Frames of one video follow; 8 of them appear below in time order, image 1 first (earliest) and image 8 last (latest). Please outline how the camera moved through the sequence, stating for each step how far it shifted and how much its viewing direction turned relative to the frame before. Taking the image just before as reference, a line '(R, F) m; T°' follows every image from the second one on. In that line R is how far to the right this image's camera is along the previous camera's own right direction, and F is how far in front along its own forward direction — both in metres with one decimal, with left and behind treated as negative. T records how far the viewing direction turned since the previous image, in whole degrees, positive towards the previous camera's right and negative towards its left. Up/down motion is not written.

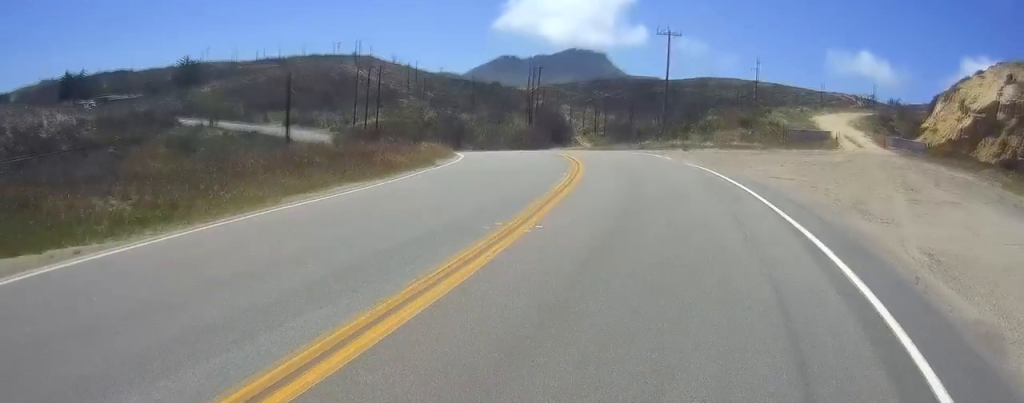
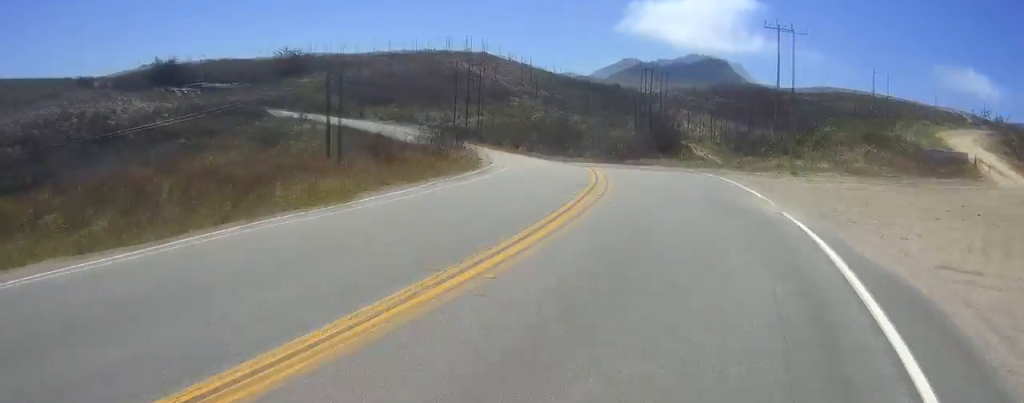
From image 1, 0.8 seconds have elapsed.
(-0.6, +10.4) m; -7°
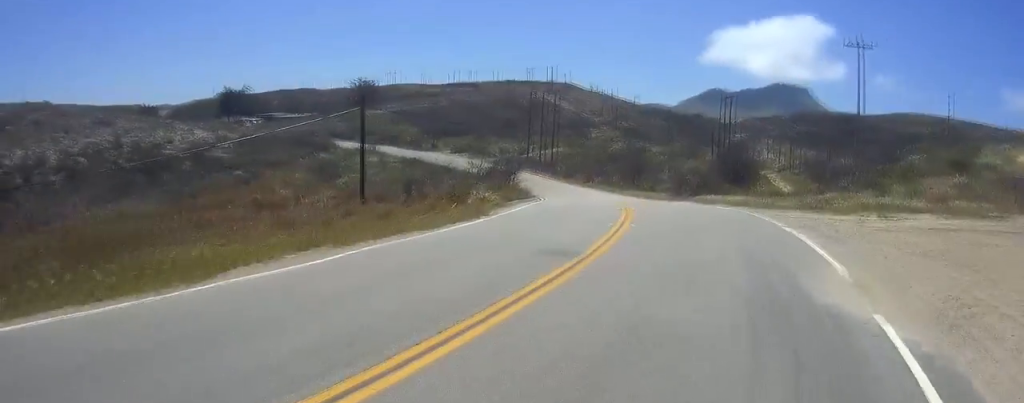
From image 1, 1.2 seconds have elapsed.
(0.0, +5.7) m; -5°
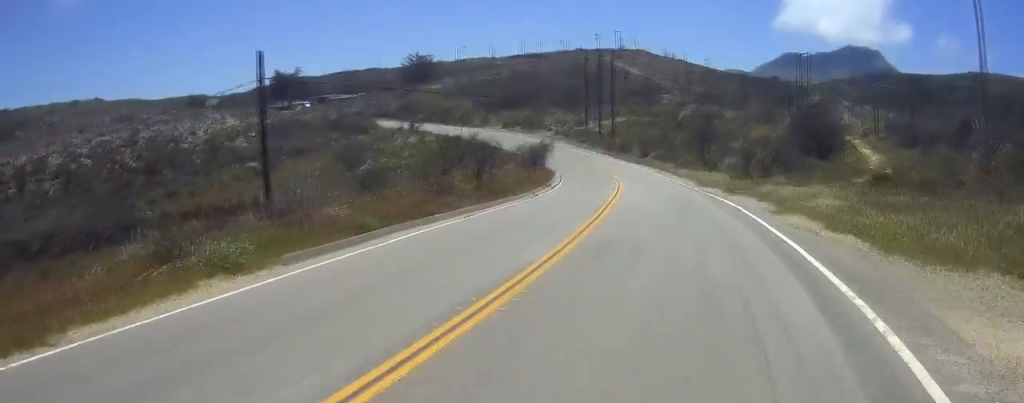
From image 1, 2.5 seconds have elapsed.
(-2.6, +16.2) m; -16°
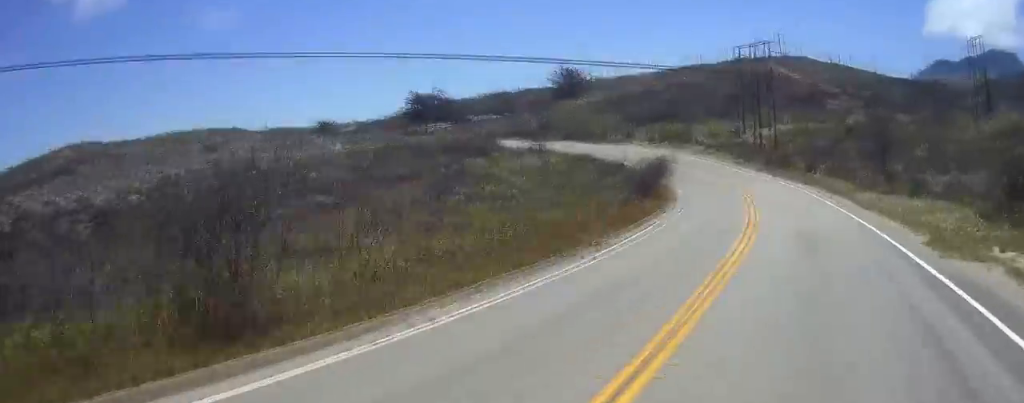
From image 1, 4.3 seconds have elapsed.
(-3.1, +22.6) m; -13°
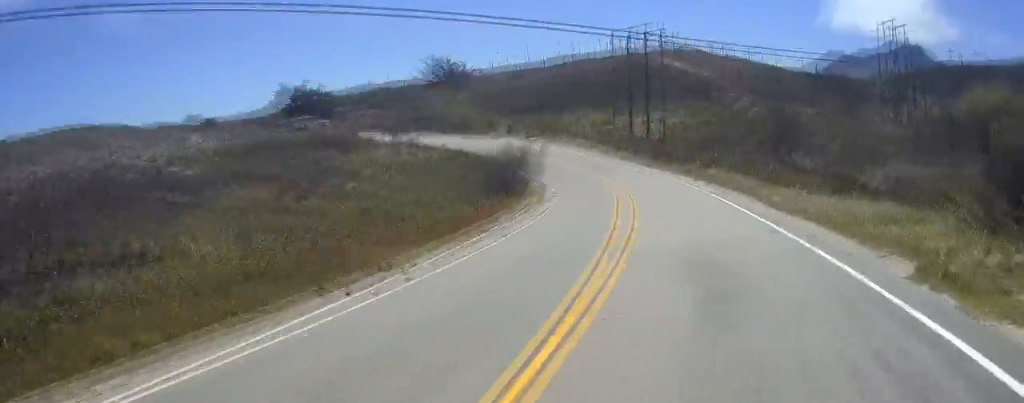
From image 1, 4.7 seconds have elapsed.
(-0.2, +5.9) m; -2°
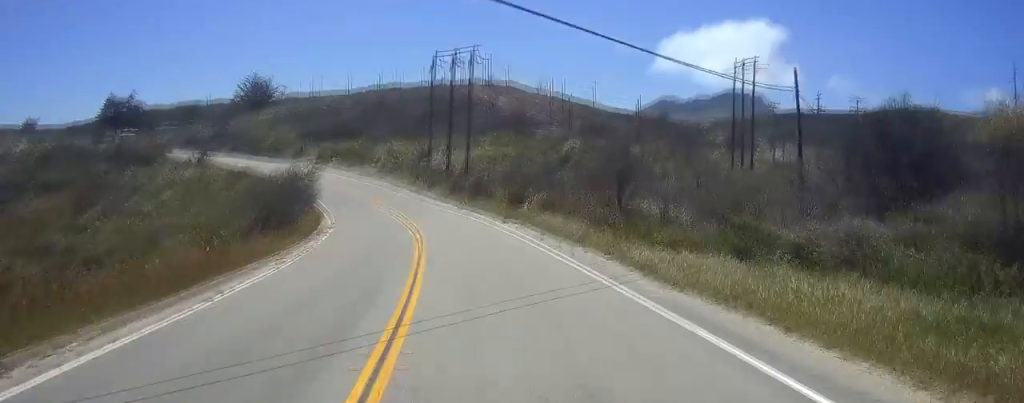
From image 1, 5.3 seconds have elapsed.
(-0.1, +7.4) m; -2°
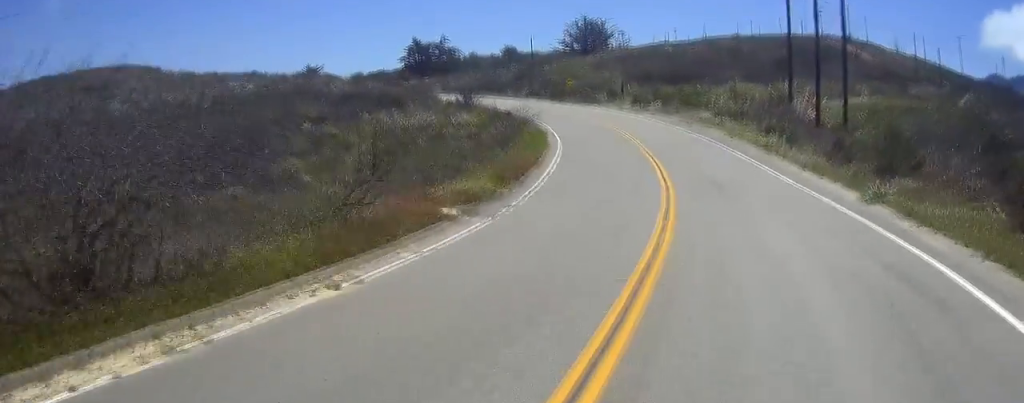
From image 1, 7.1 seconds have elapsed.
(-0.9, +27.4) m; -5°
